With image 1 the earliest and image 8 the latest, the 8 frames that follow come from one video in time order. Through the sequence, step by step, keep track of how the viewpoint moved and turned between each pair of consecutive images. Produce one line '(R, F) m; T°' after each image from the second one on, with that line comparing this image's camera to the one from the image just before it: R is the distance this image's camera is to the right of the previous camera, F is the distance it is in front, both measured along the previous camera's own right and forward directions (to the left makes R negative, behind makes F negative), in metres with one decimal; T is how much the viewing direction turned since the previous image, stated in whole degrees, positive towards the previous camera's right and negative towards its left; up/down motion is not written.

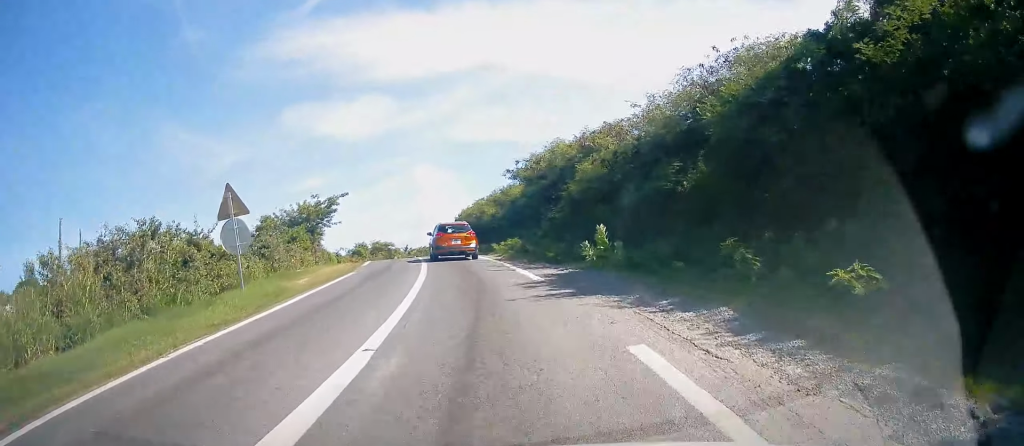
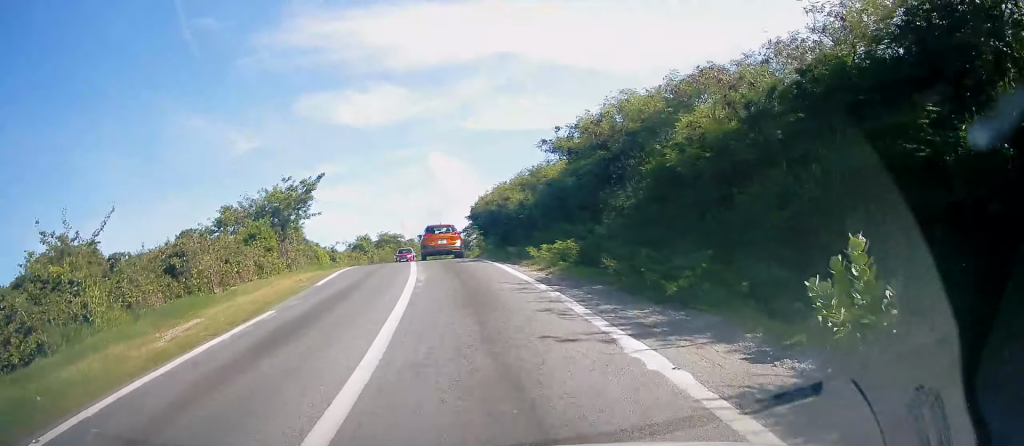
(-0.8, +10.0) m; -4°
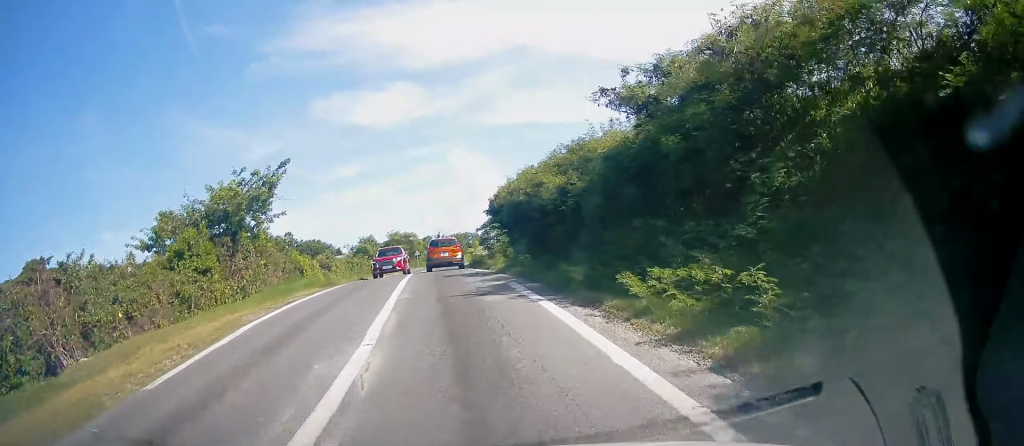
(+0.4, +8.9) m; +2°
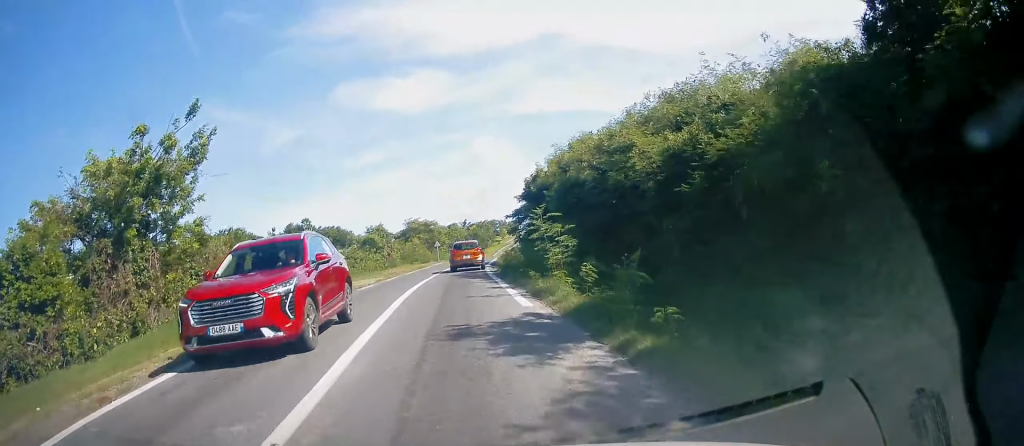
(-0.2, +9.7) m; -3°
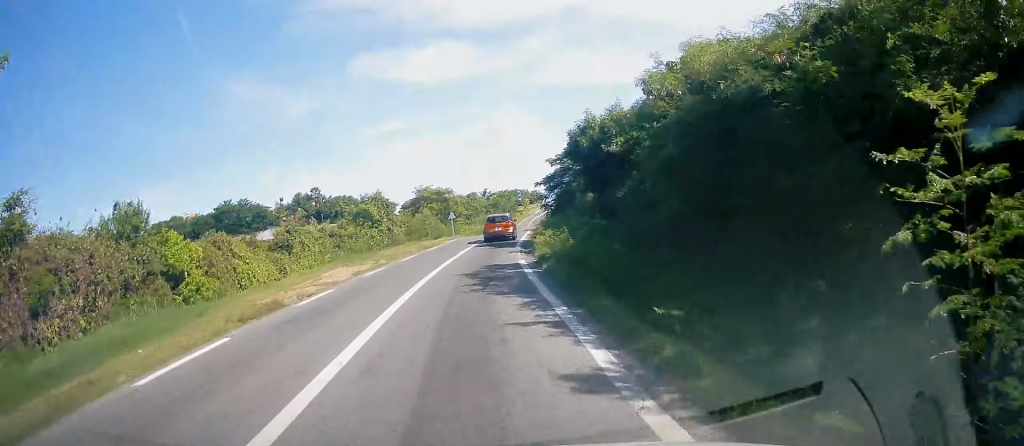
(-0.3, +10.4) m; -2°
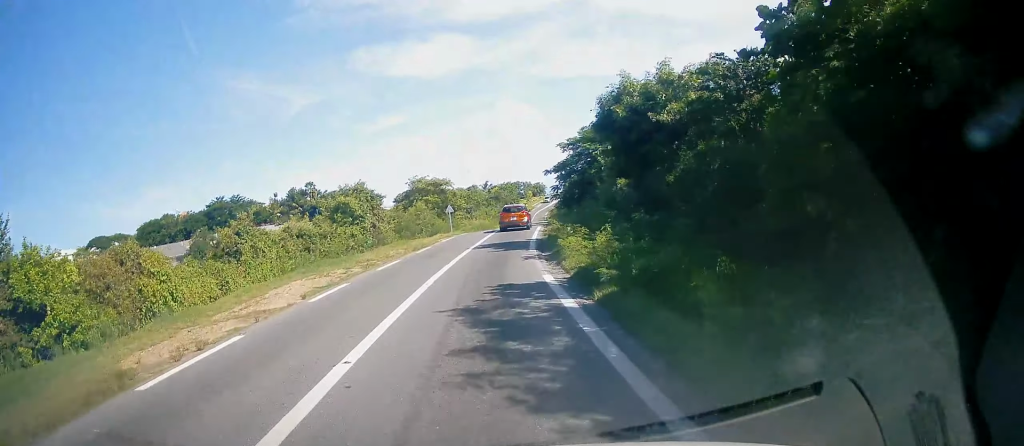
(0.0, +6.3) m; -1°
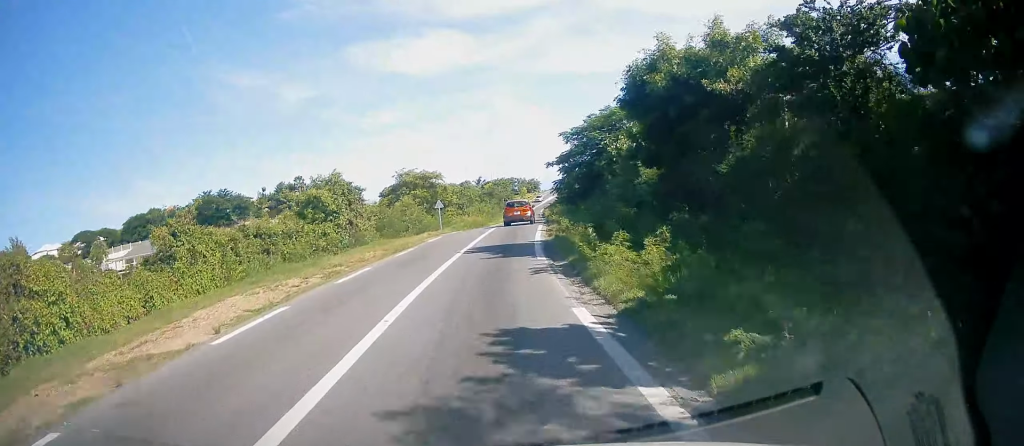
(0.0, +4.6) m; +1°
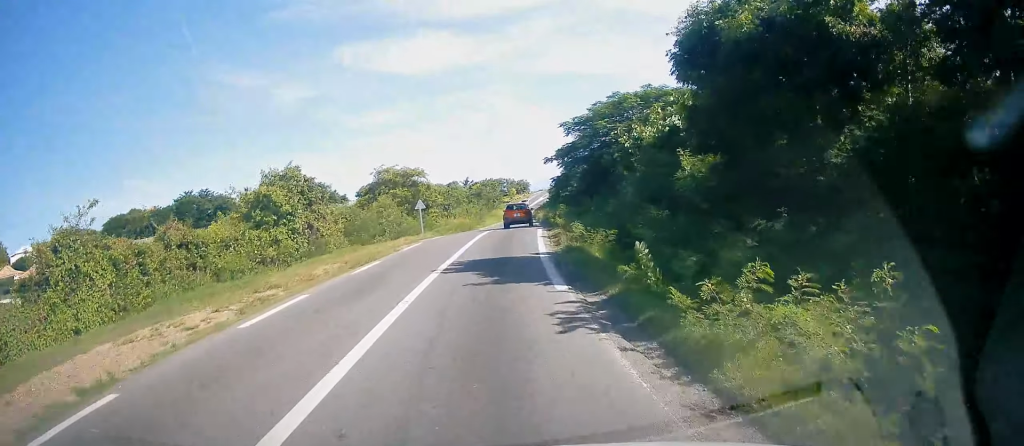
(-0.1, +5.4) m; +1°
